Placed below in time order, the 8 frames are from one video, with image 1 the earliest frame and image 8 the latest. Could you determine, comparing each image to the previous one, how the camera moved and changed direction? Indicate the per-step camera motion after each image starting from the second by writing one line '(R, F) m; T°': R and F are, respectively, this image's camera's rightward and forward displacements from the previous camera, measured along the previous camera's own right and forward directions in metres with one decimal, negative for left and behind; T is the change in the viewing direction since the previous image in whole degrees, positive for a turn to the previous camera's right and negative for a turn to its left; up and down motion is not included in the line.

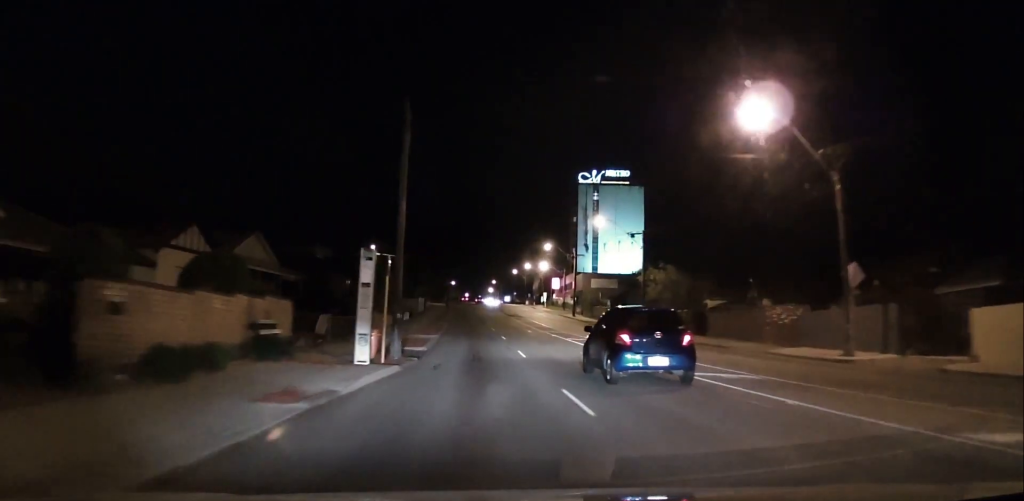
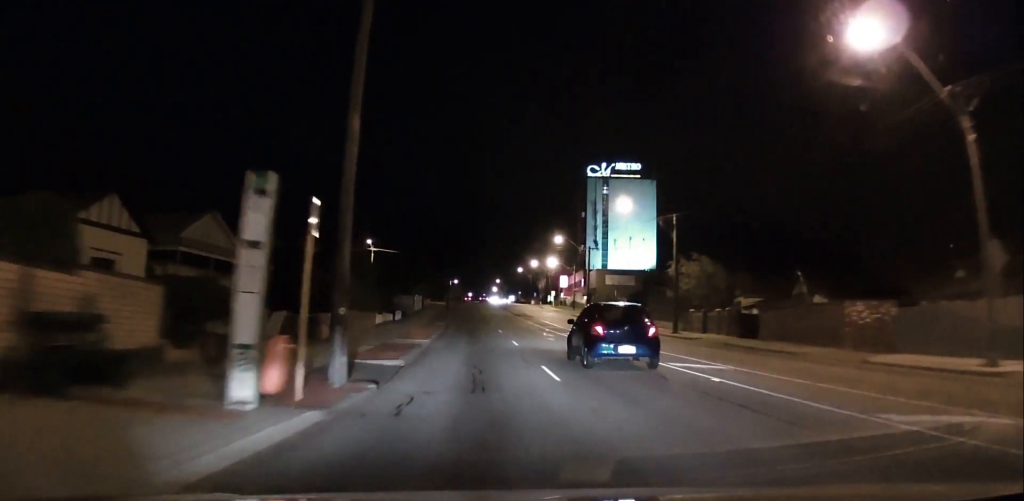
(+0.1, +7.8) m; 0°
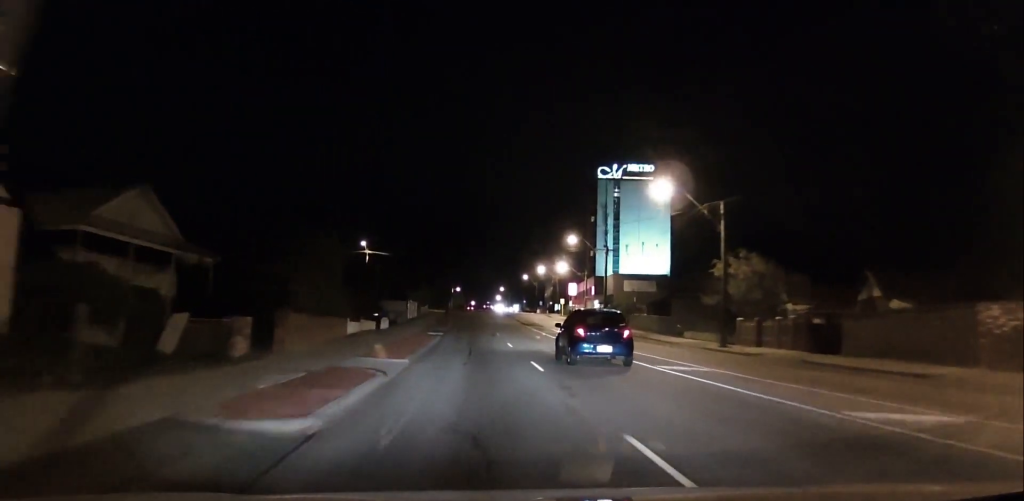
(-0.3, +8.4) m; +1°
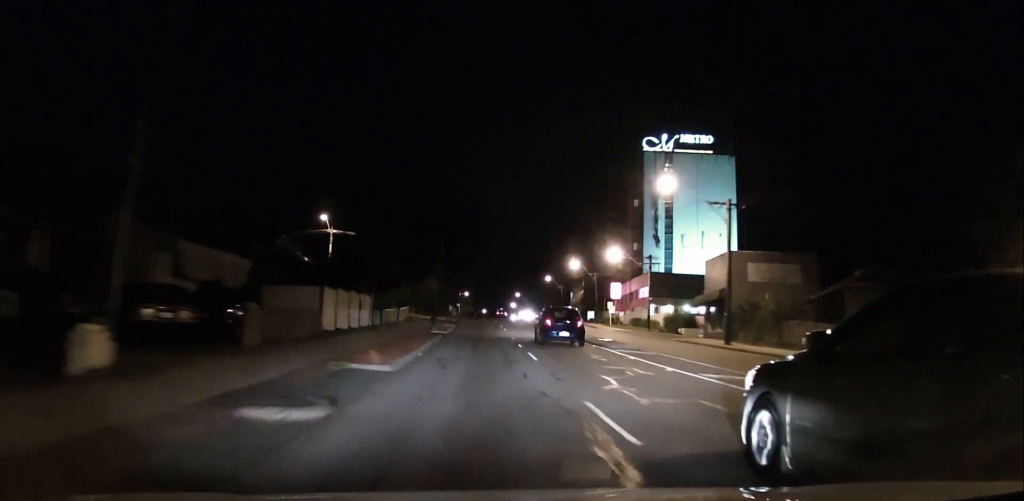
(-0.1, +32.2) m; -3°
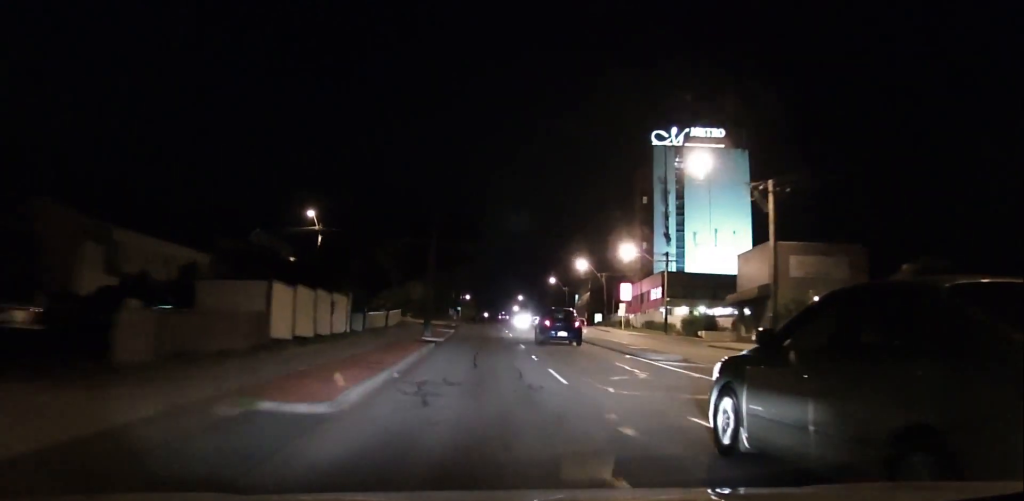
(+0.1, +6.0) m; -1°
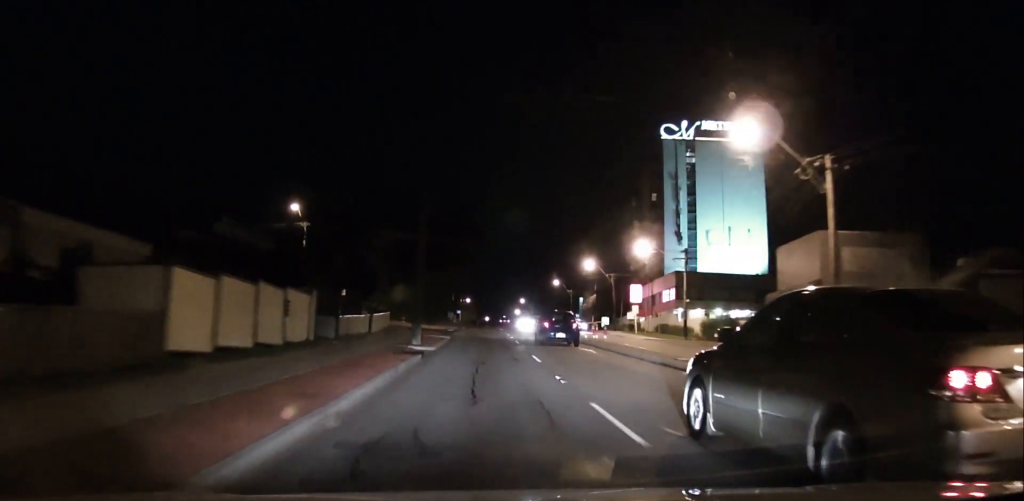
(0.0, +6.0) m; 0°
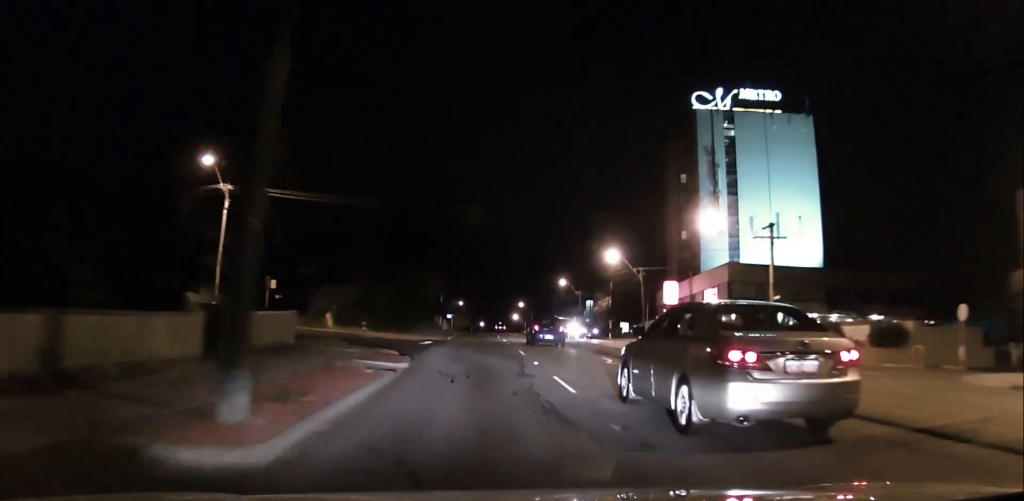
(+0.1, +19.0) m; +3°
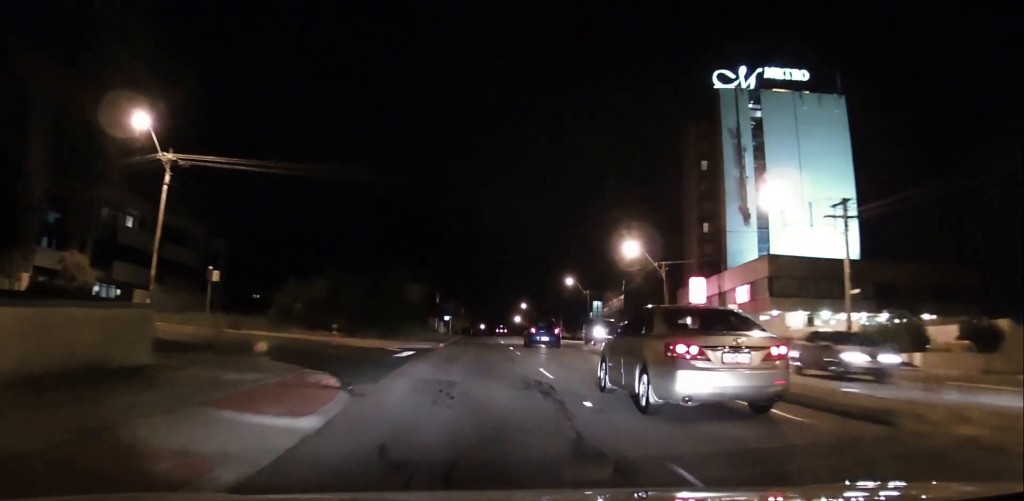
(+0.2, +9.0) m; +1°
